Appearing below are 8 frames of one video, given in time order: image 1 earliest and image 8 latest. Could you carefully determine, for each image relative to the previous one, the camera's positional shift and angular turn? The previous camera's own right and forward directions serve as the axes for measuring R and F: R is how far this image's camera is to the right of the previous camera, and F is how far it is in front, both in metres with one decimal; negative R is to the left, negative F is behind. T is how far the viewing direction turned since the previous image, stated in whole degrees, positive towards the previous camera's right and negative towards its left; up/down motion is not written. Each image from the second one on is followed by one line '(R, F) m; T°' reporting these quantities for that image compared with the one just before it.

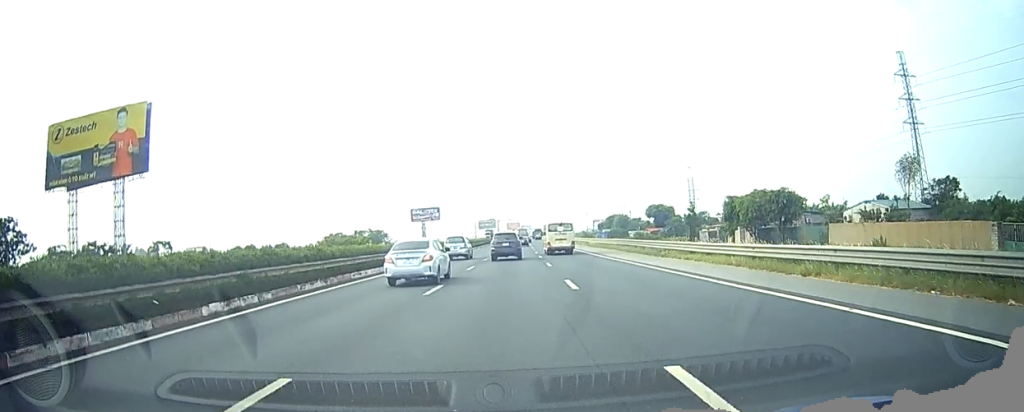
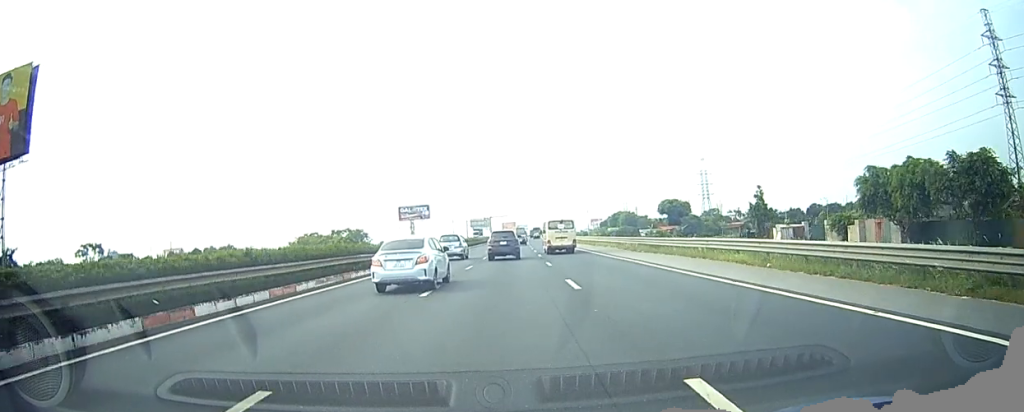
(+0.2, +29.7) m; +1°
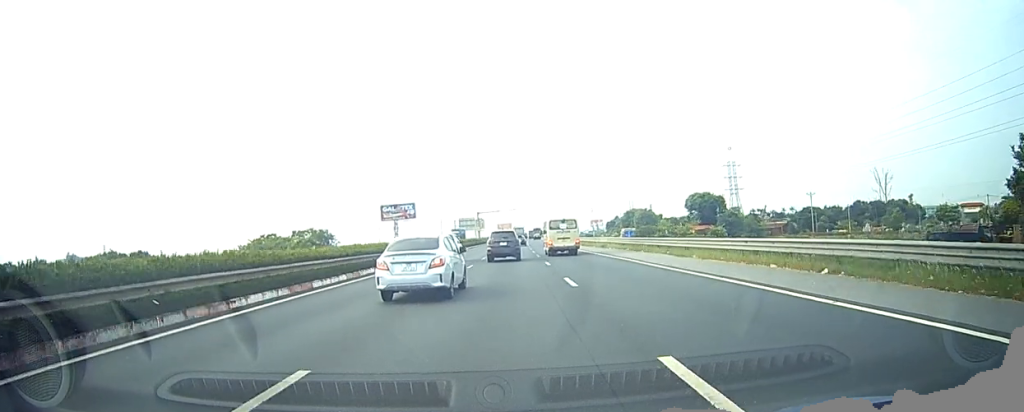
(0.0, +42.1) m; 0°
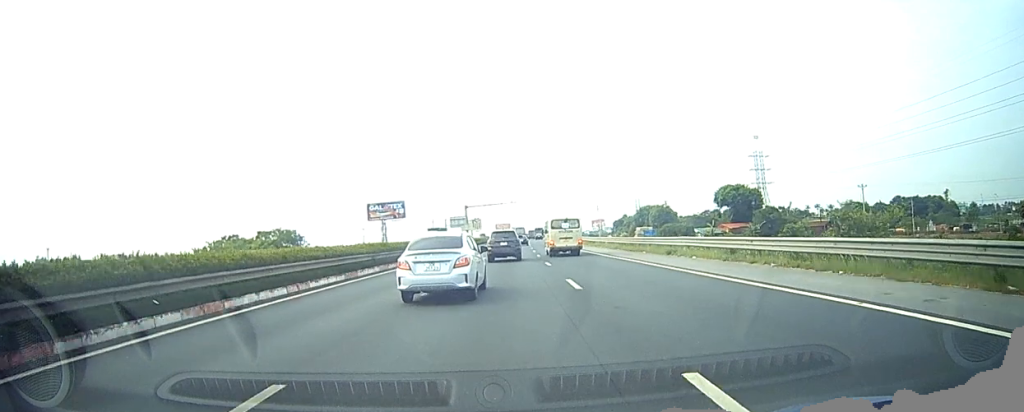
(+0.2, +29.4) m; +1°
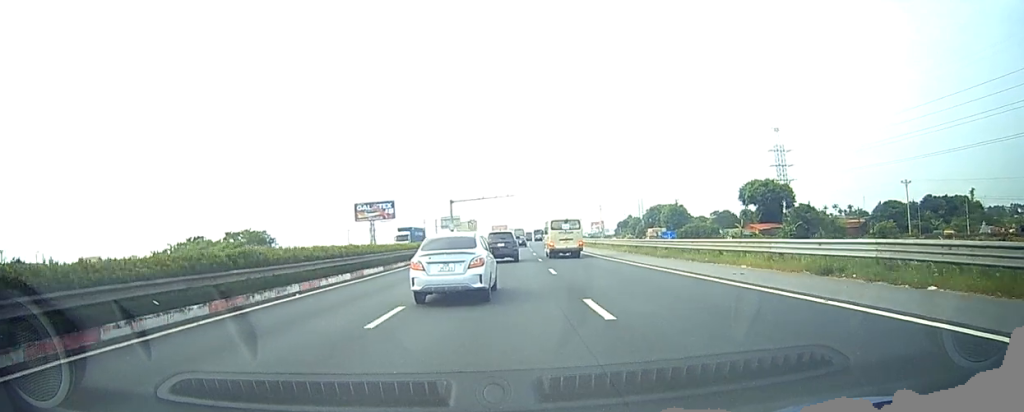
(+0.2, +19.4) m; +1°
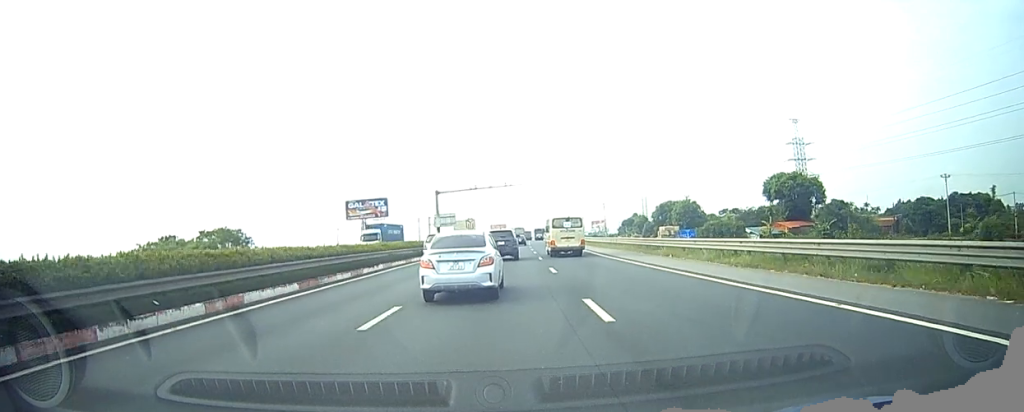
(0.0, +14.7) m; 0°
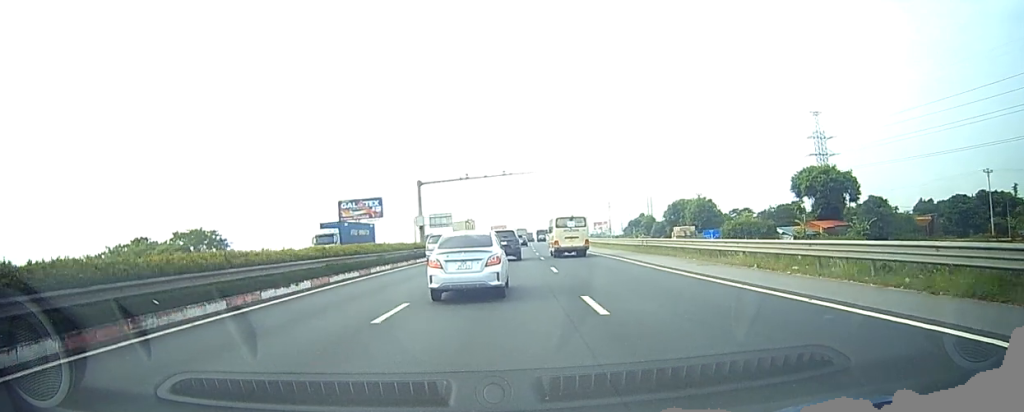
(0.0, +12.6) m; 0°
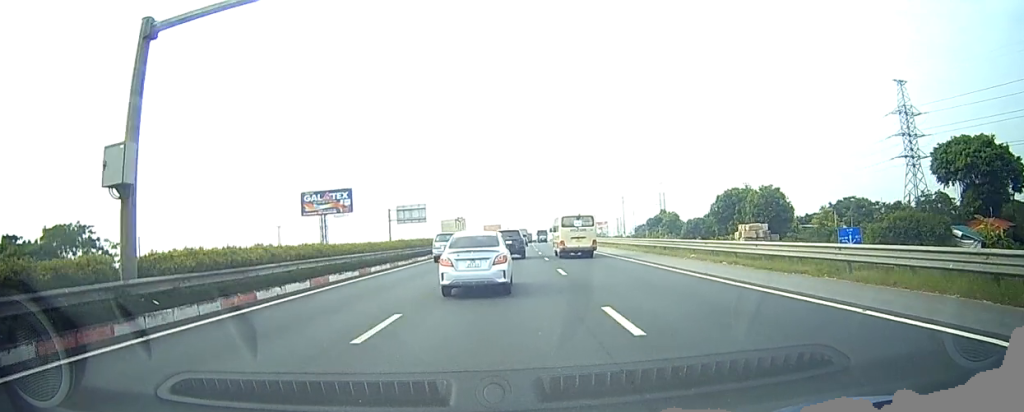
(-0.1, +41.1) m; 0°
